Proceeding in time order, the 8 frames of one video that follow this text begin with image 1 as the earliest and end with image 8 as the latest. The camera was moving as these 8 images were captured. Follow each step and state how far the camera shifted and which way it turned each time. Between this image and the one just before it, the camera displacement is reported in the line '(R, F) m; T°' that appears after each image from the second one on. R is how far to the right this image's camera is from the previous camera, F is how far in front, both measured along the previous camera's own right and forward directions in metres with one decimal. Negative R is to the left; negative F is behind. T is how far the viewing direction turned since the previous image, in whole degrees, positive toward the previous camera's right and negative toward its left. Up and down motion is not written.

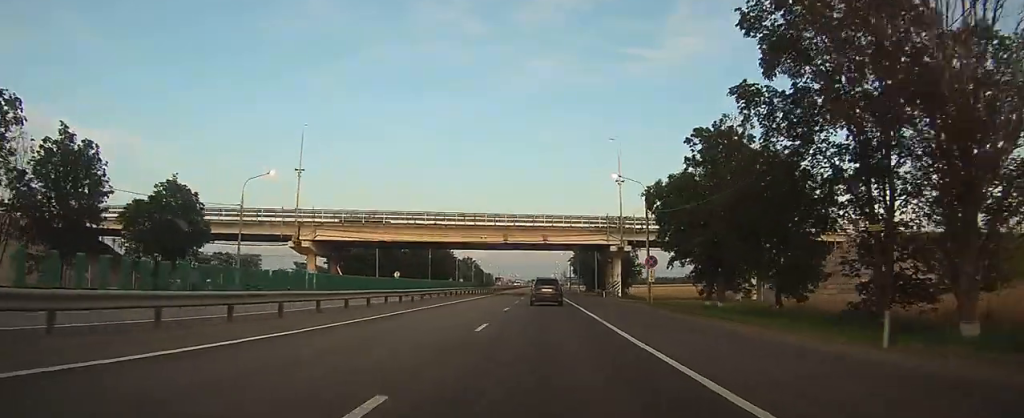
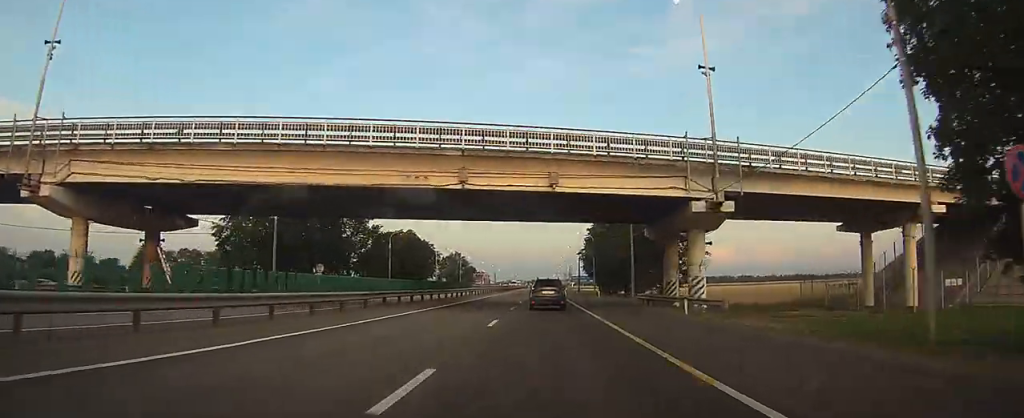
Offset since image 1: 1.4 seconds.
(-0.3, +34.1) m; -1°
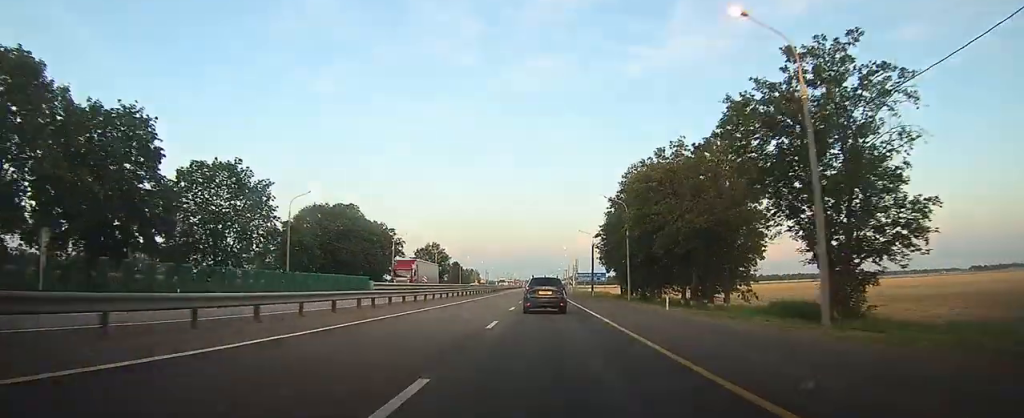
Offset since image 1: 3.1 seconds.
(-0.1, +37.4) m; 0°
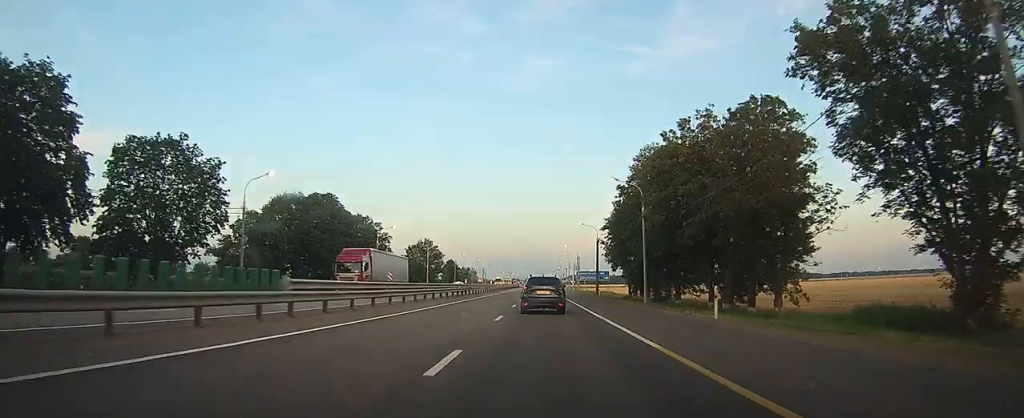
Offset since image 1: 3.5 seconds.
(0.0, +9.0) m; 0°
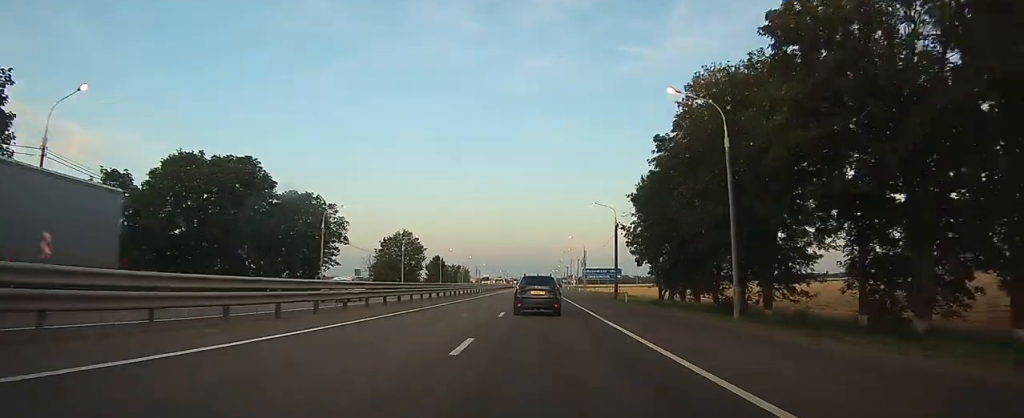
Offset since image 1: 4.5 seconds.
(+0.1, +22.1) m; +1°
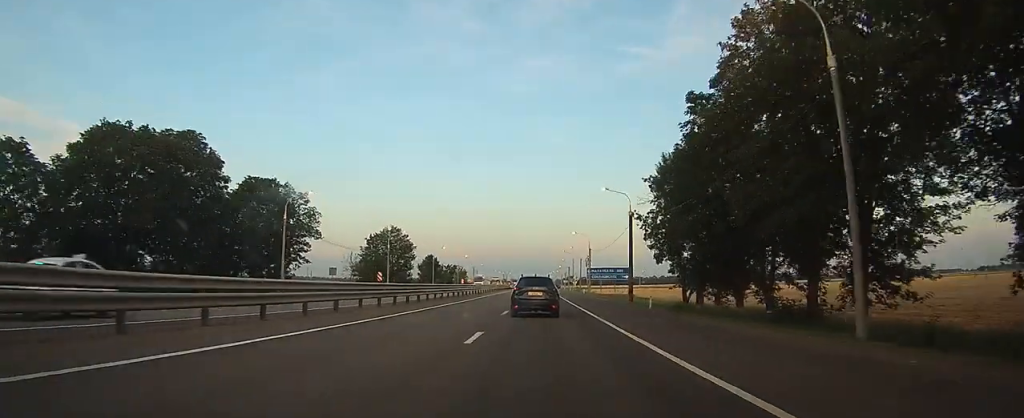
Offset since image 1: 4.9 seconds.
(0.0, +10.1) m; 0°
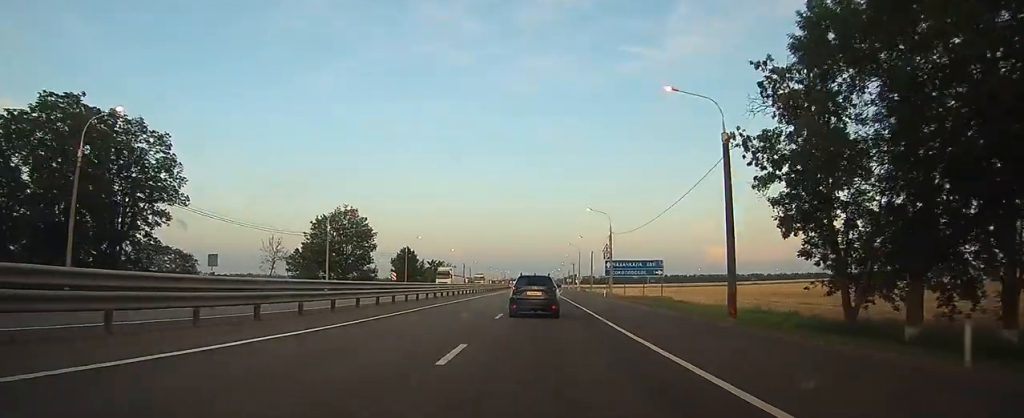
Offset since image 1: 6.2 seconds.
(0.0, +27.7) m; 0°
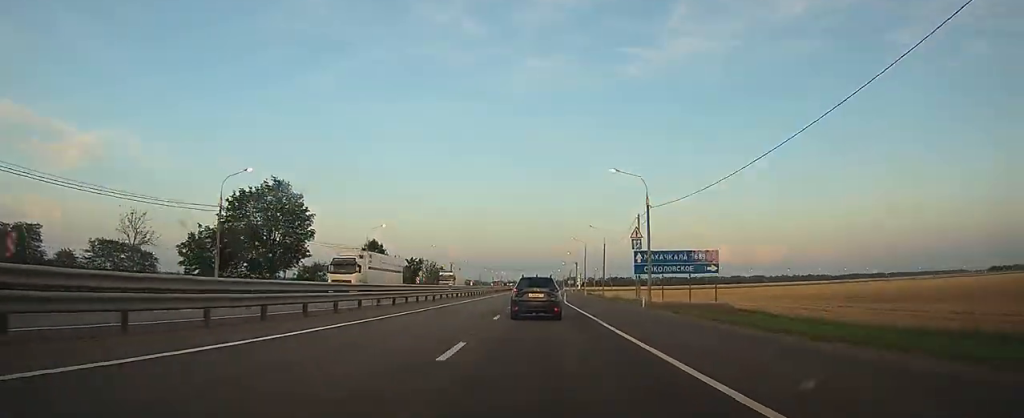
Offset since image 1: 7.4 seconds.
(0.0, +23.5) m; 0°
